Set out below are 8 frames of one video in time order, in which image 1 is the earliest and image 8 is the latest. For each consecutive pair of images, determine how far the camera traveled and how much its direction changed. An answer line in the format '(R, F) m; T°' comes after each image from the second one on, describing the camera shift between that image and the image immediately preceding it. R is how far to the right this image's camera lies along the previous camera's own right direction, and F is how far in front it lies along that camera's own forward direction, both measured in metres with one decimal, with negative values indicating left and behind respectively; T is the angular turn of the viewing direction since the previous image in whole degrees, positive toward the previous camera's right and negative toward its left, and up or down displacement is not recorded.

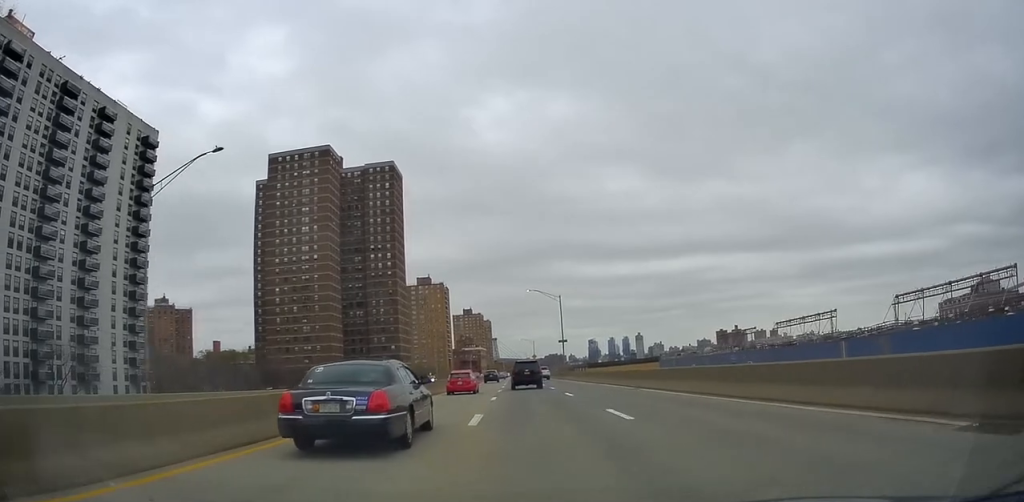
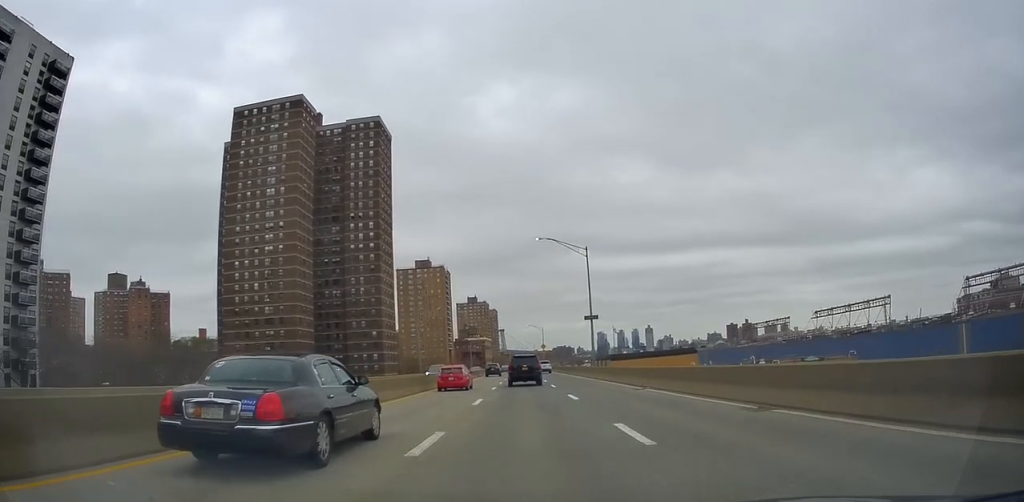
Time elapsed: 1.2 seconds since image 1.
(+0.5, +27.8) m; +1°
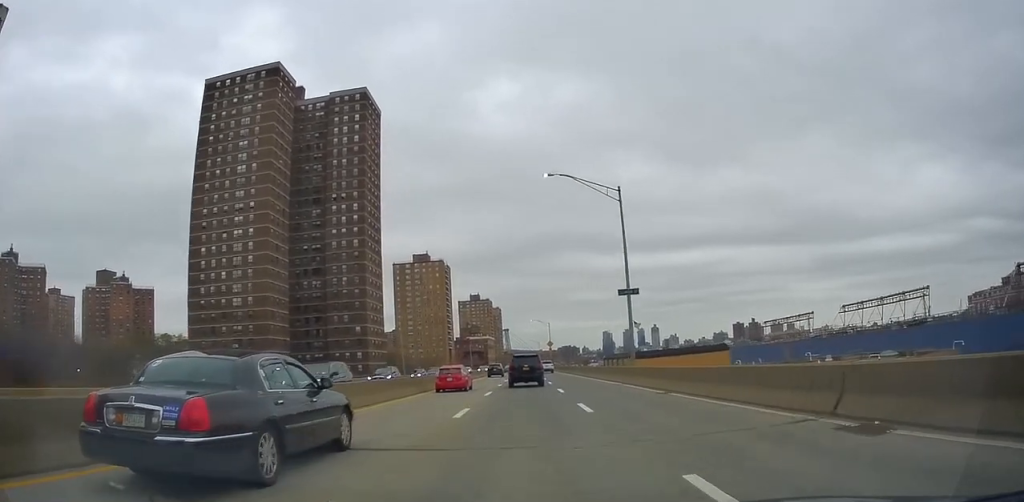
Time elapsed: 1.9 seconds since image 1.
(0.0, +17.1) m; -1°
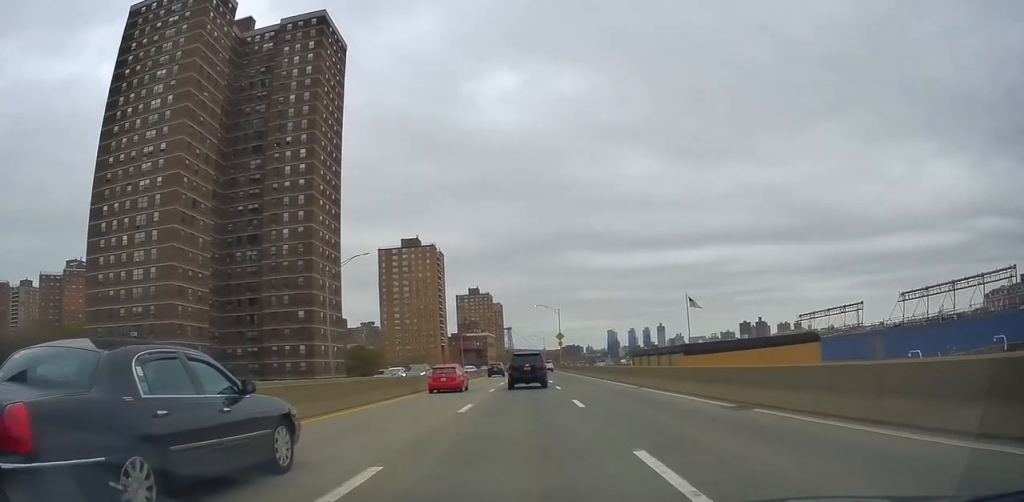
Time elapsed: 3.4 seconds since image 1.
(-1.2, +33.8) m; -2°
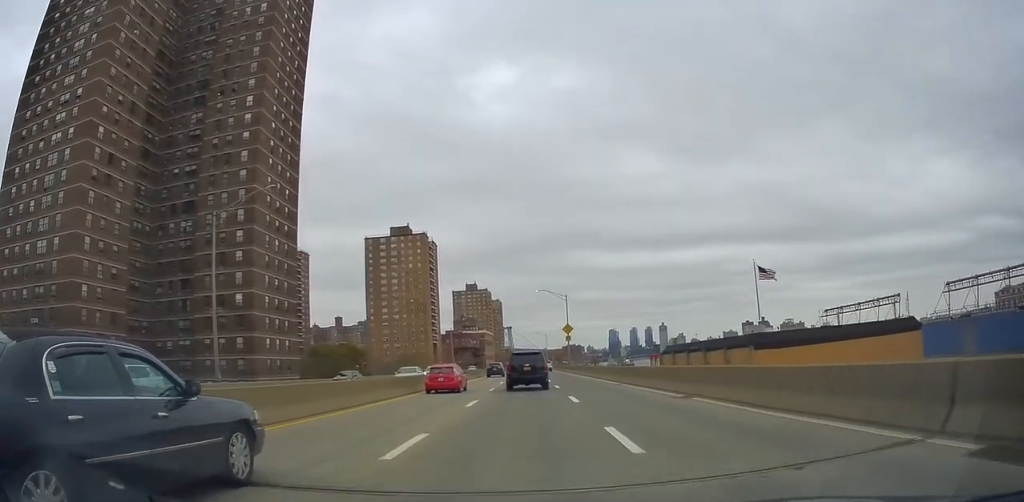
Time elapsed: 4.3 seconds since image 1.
(+0.5, +21.6) m; +1°
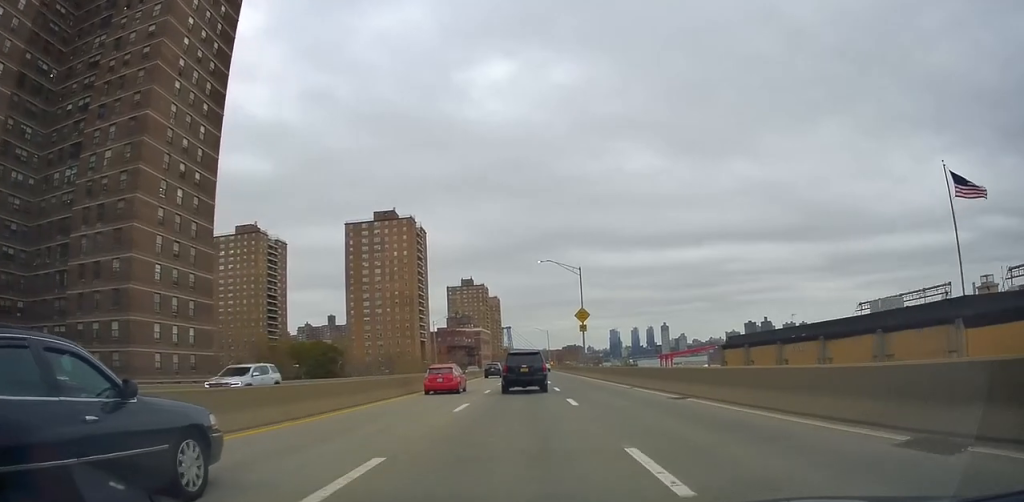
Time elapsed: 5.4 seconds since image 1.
(0.0, +25.6) m; 0°
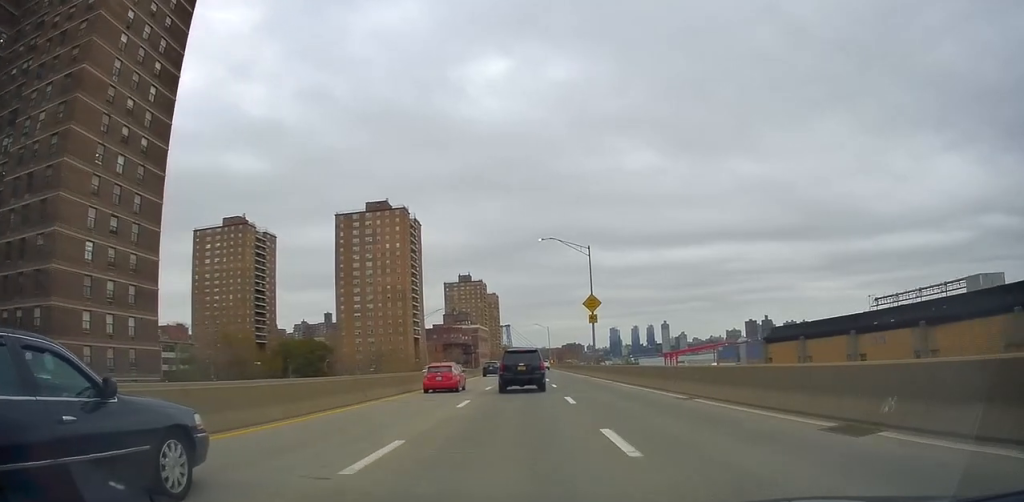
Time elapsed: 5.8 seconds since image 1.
(0.0, +10.5) m; 0°
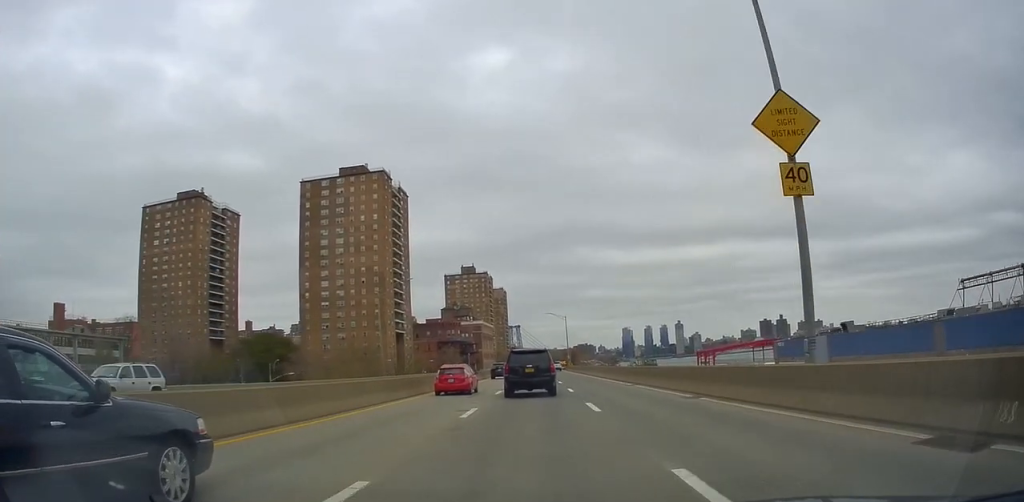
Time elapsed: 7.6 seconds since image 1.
(0.0, +40.0) m; 0°
